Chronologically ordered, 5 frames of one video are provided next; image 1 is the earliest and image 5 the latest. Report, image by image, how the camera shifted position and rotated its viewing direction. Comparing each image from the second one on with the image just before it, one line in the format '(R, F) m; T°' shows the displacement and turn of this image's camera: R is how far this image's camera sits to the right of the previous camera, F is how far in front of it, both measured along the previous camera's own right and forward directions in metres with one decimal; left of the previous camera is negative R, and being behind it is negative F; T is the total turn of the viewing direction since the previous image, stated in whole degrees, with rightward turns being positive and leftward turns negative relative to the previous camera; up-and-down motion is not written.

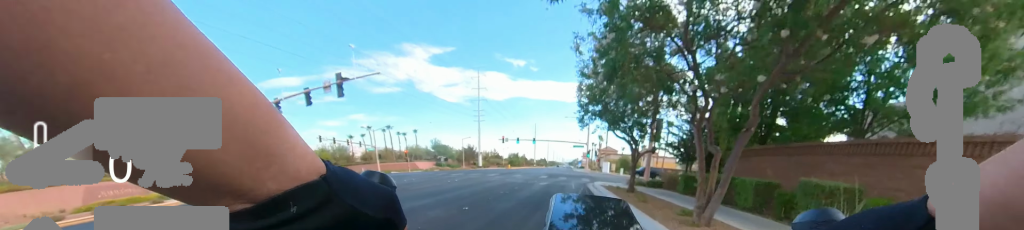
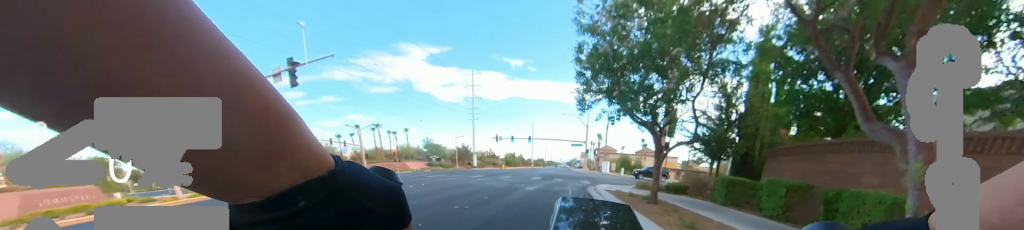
(0.0, +3.6) m; 0°
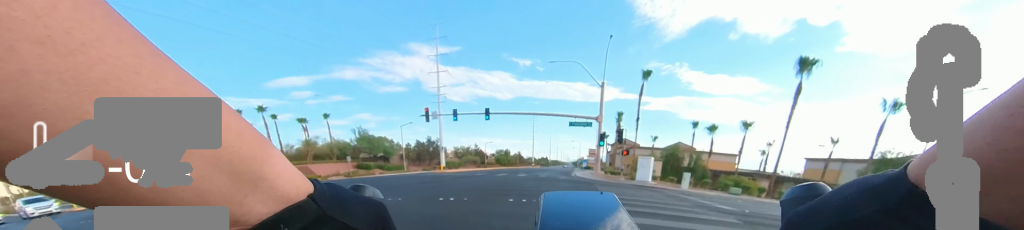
(0.0, +30.4) m; 0°
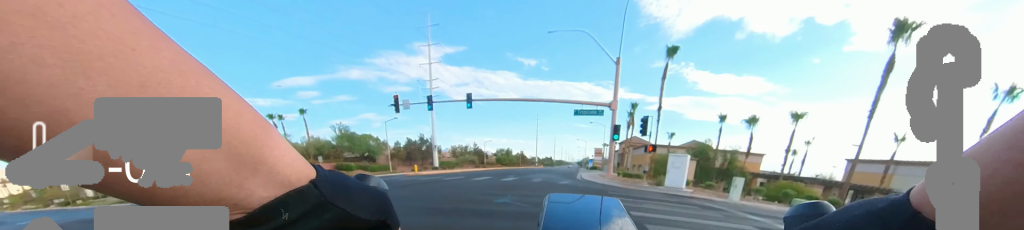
(0.0, +6.6) m; 0°
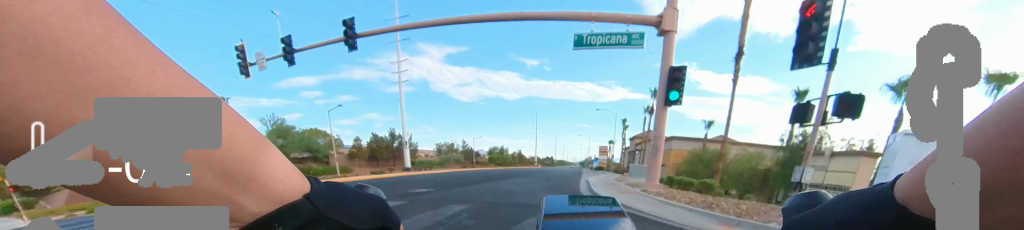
(0.0, +13.3) m; 0°
